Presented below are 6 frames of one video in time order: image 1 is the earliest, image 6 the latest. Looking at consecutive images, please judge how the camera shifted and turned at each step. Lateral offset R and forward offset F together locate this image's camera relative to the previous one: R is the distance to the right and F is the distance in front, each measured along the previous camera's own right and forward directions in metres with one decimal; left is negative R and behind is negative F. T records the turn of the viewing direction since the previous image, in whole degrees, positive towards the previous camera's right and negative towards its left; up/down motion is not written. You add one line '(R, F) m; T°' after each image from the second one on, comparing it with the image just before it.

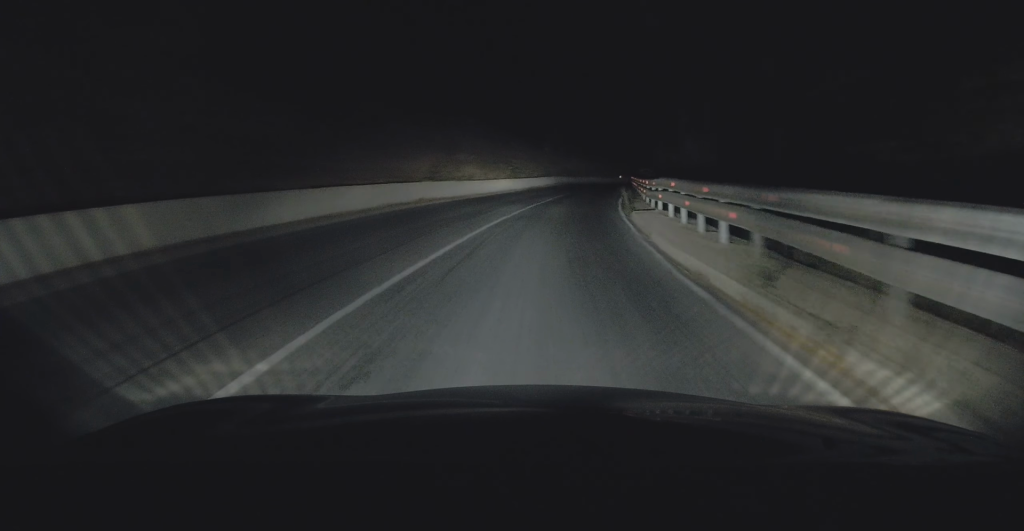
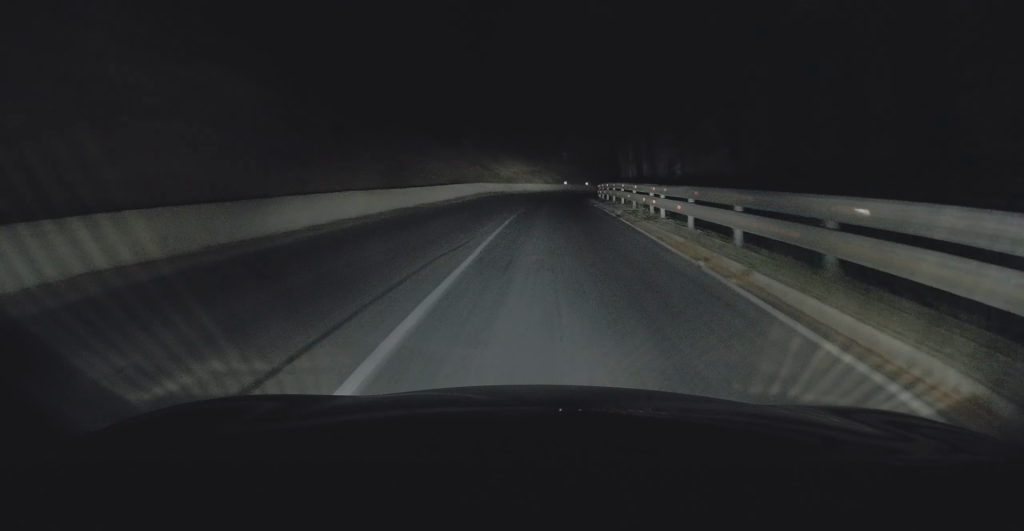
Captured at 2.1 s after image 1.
(+2.7, +27.9) m; +11°
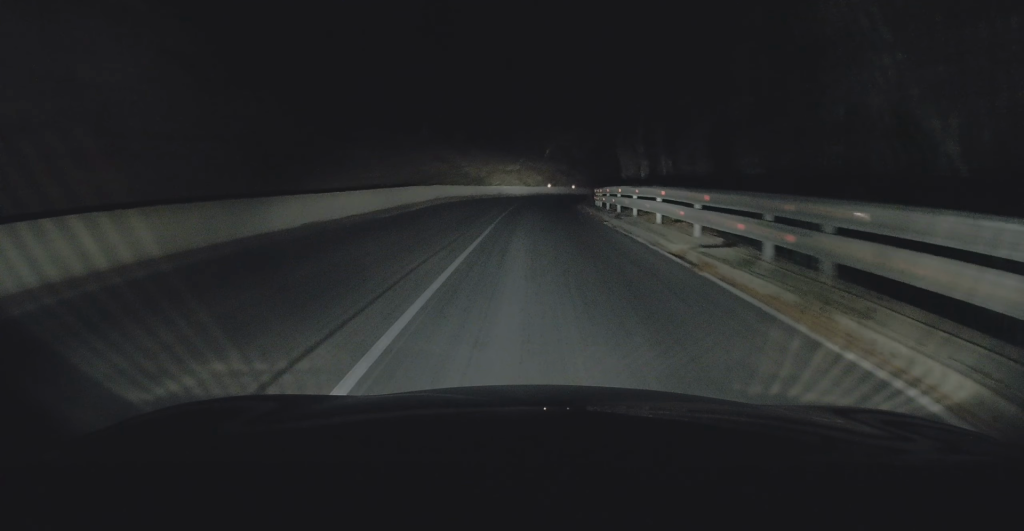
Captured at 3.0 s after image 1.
(+0.4, +12.9) m; +1°
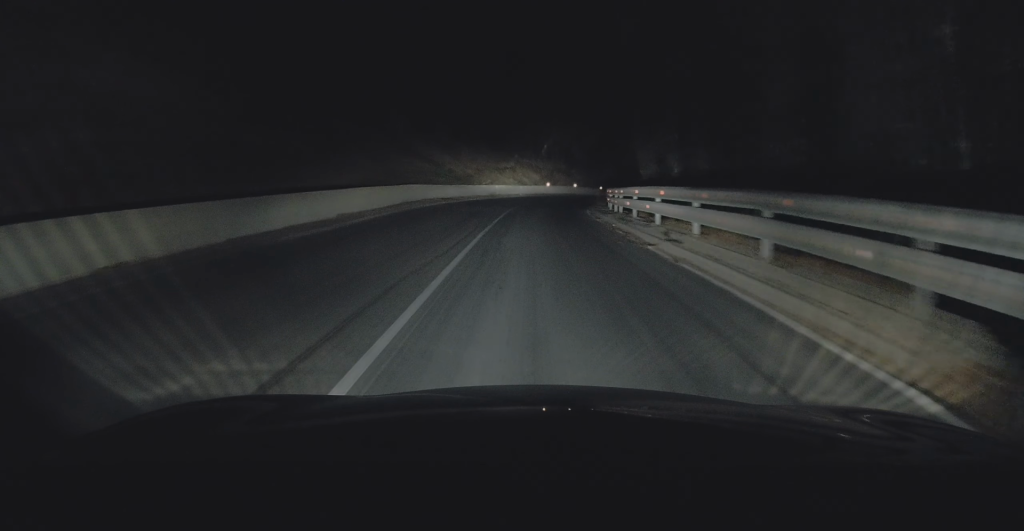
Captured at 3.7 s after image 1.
(-0.1, +8.9) m; 0°
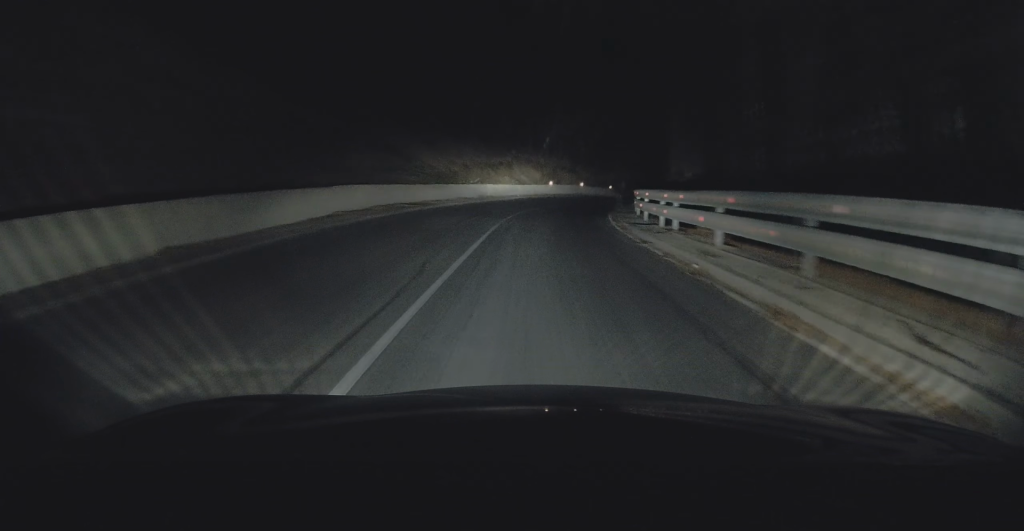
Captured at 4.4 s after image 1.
(-0.2, +10.3) m; +1°
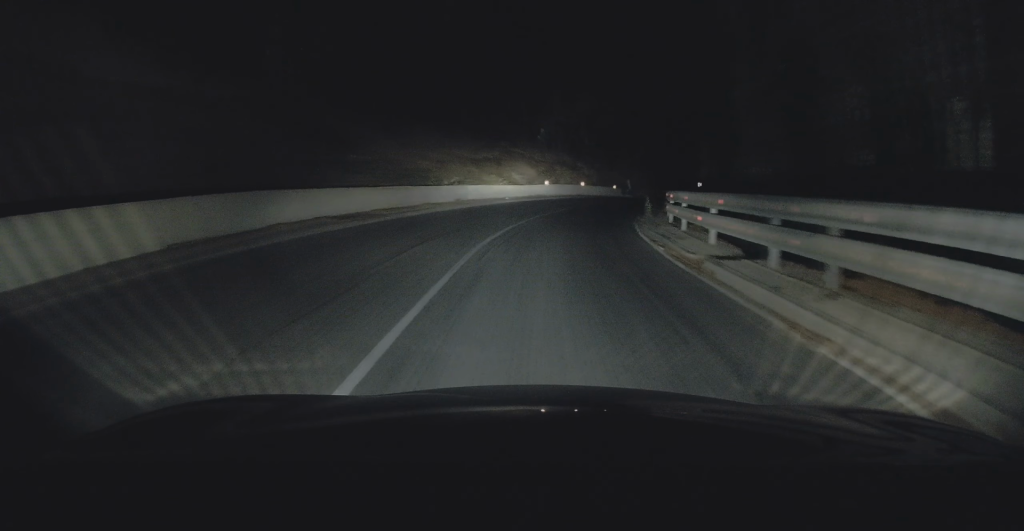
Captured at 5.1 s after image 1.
(+0.3, +9.2) m; +1°
